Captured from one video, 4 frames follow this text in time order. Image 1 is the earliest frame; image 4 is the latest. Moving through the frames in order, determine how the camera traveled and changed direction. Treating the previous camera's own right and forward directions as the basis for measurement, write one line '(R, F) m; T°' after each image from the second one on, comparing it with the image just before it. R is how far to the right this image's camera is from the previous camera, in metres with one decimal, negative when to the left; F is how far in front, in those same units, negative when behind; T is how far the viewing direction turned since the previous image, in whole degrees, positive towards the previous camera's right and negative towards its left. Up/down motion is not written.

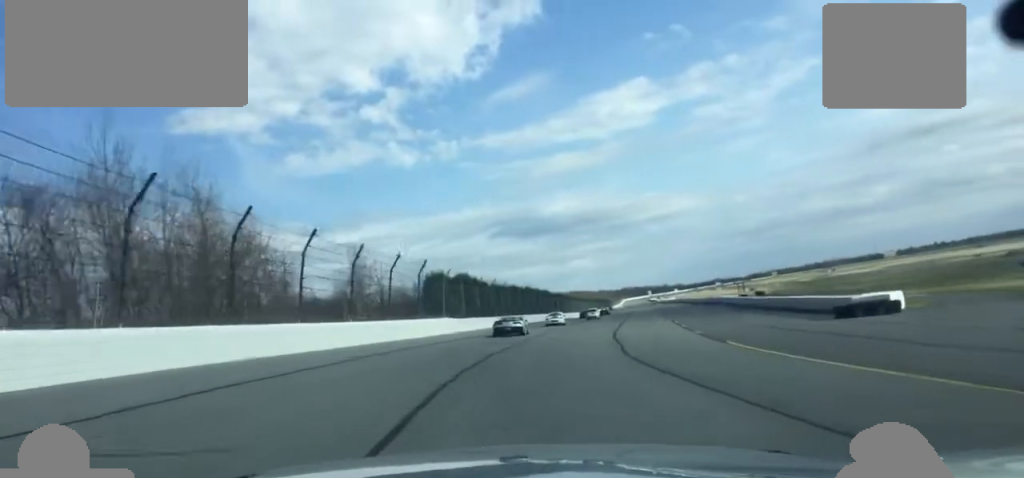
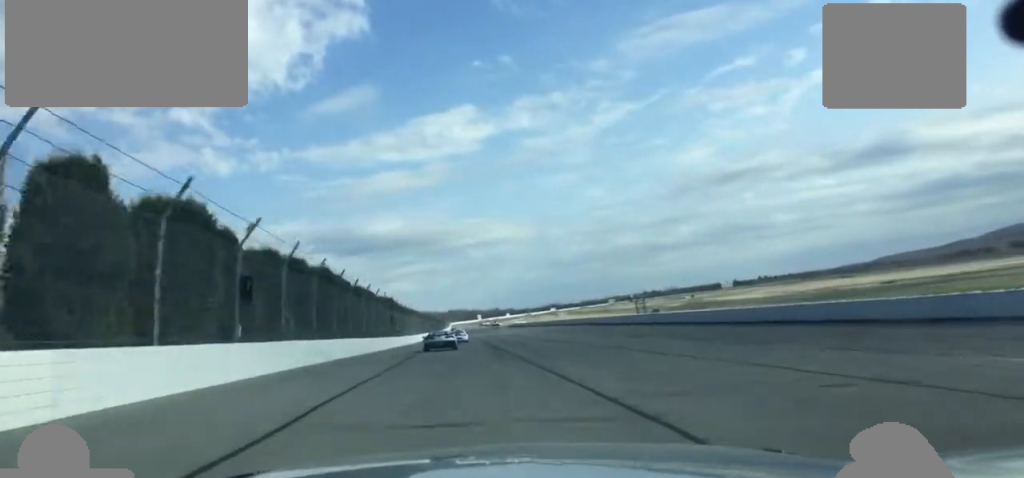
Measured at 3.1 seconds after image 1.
(+17.2, +130.3) m; +11°
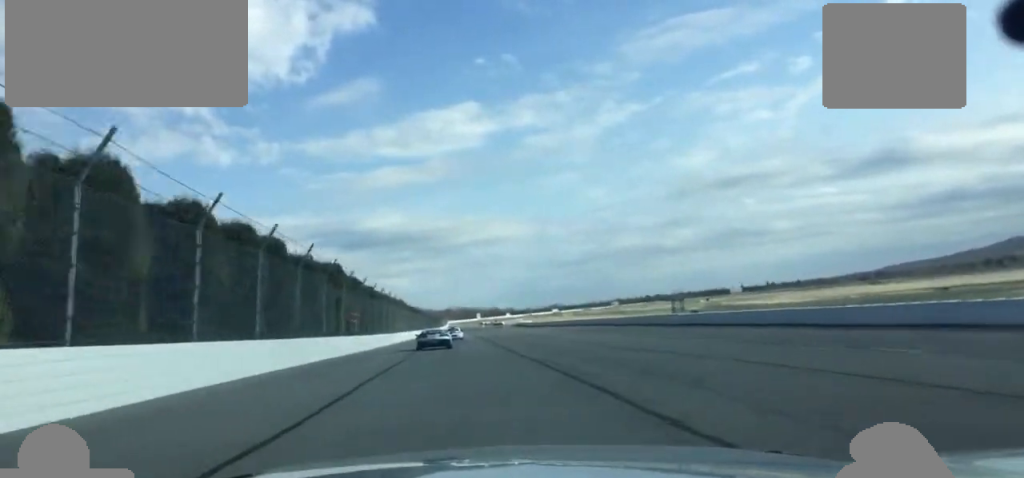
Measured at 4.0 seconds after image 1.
(-0.2, +42.9) m; 0°
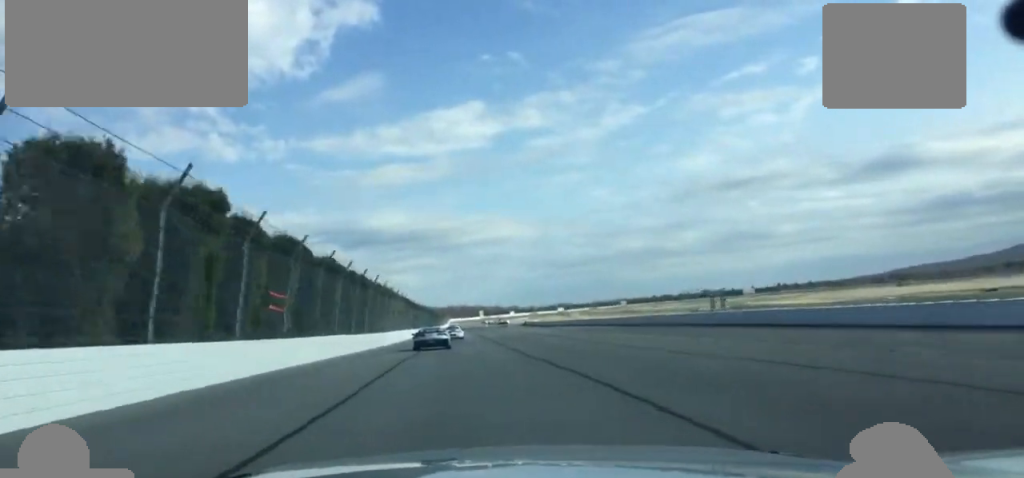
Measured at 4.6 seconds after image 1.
(0.0, +26.3) m; 0°
